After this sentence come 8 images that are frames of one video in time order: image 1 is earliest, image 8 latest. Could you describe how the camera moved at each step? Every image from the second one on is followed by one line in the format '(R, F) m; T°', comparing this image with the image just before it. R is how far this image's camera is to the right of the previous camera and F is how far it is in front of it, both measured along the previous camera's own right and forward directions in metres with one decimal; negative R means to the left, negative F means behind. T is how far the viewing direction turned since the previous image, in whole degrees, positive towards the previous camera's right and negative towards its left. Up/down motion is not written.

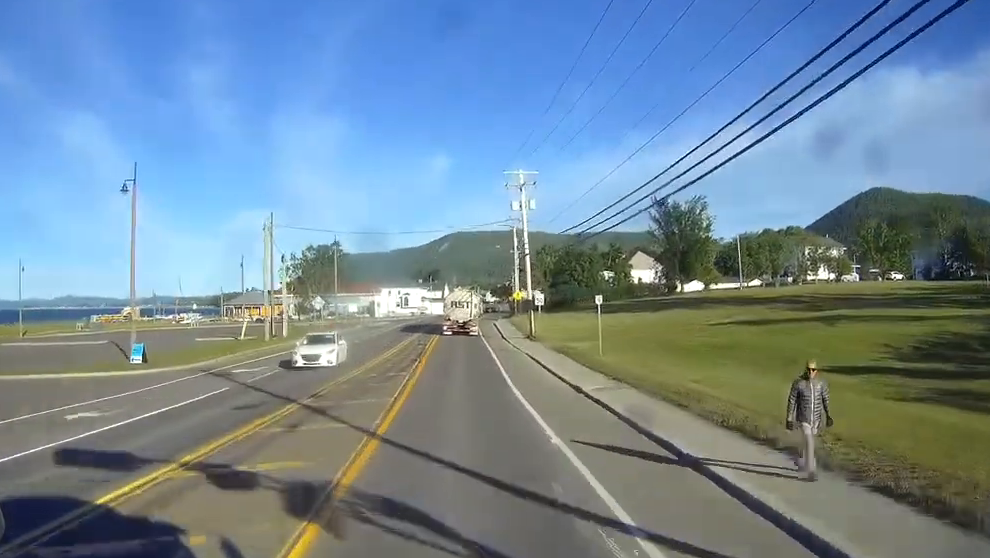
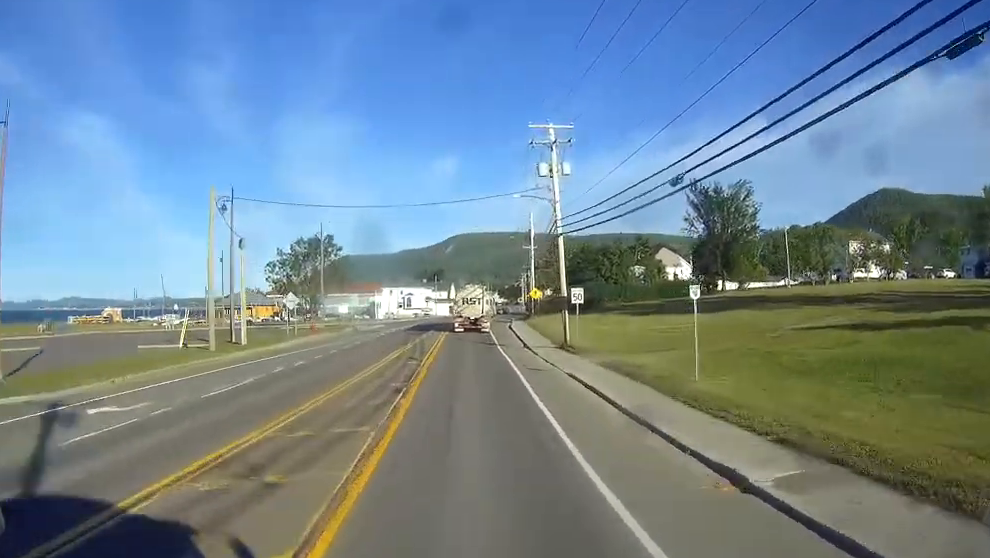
(-0.1, +15.3) m; -1°
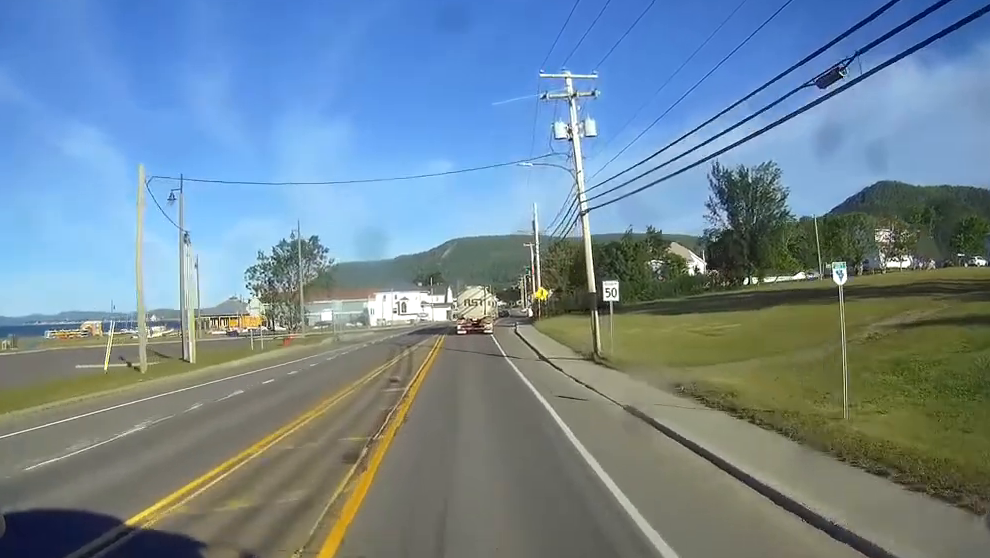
(-0.1, +10.2) m; -1°
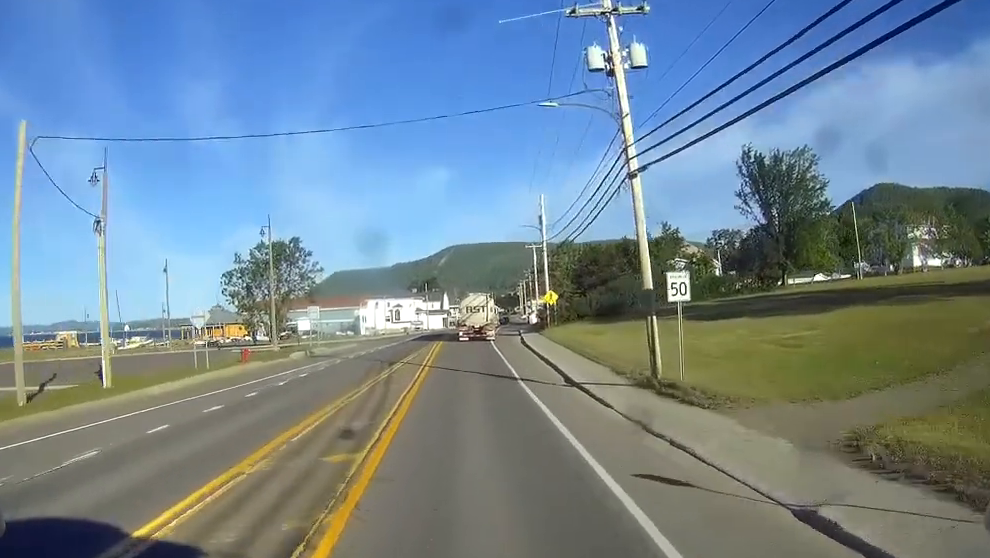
(-0.1, +10.7) m; 0°
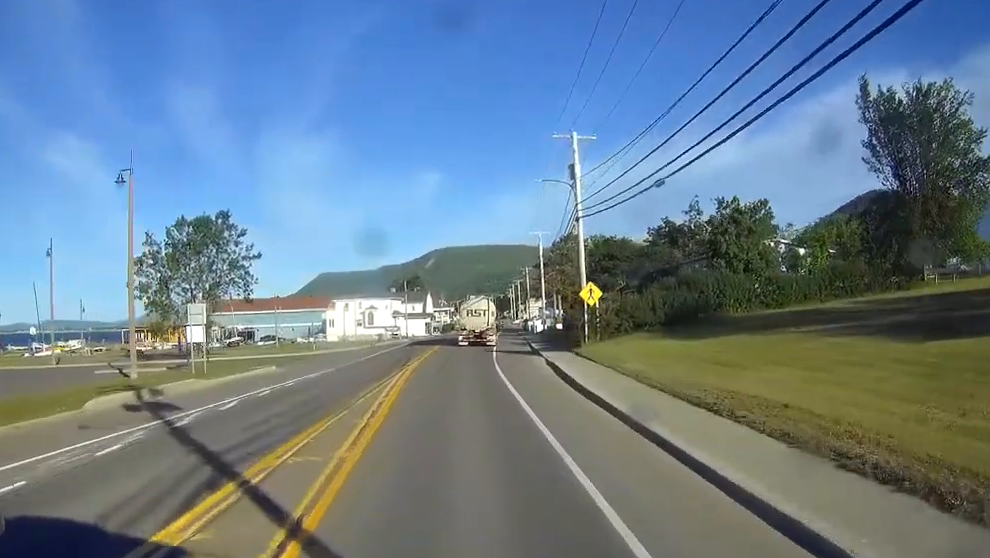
(+0.1, +27.1) m; +1°
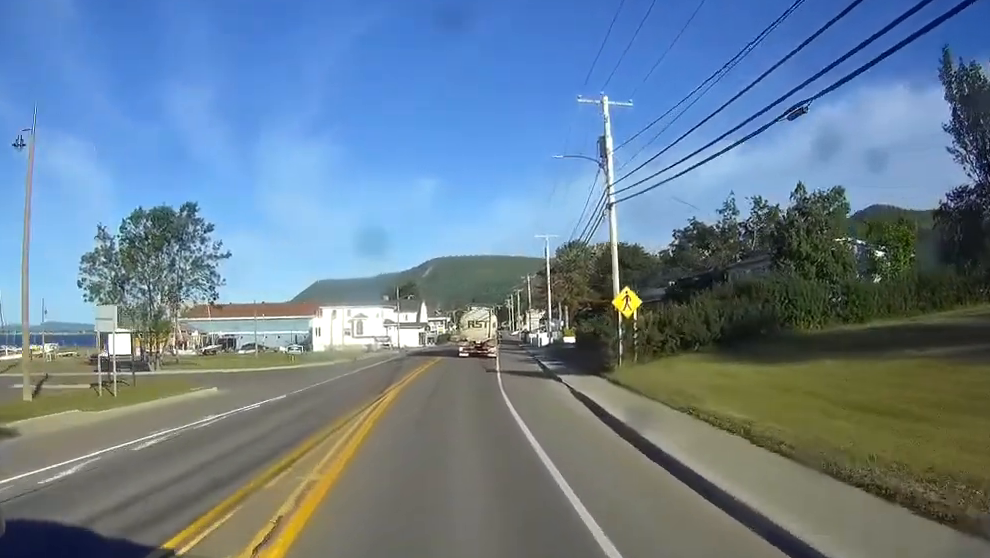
(+0.1, +10.3) m; +1°
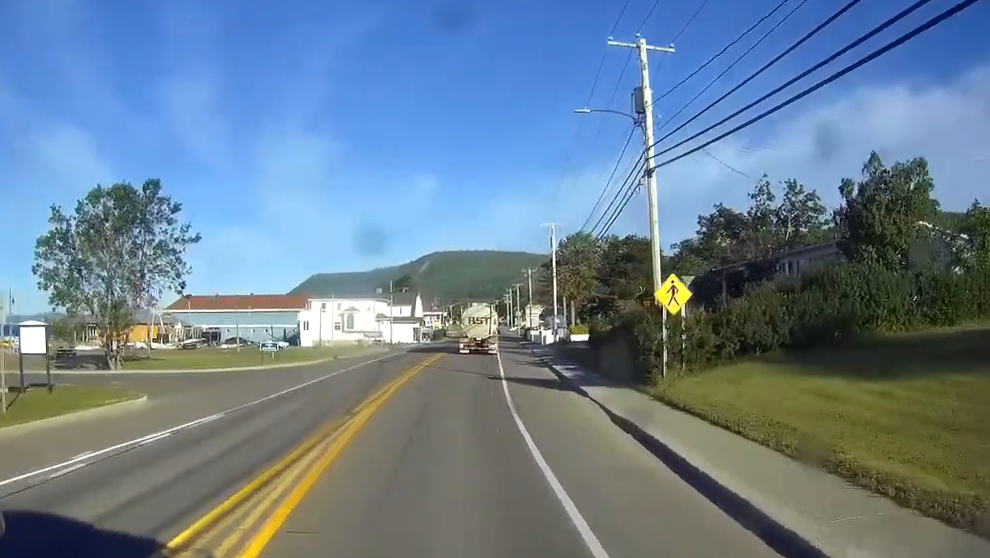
(0.0, +7.8) m; 0°
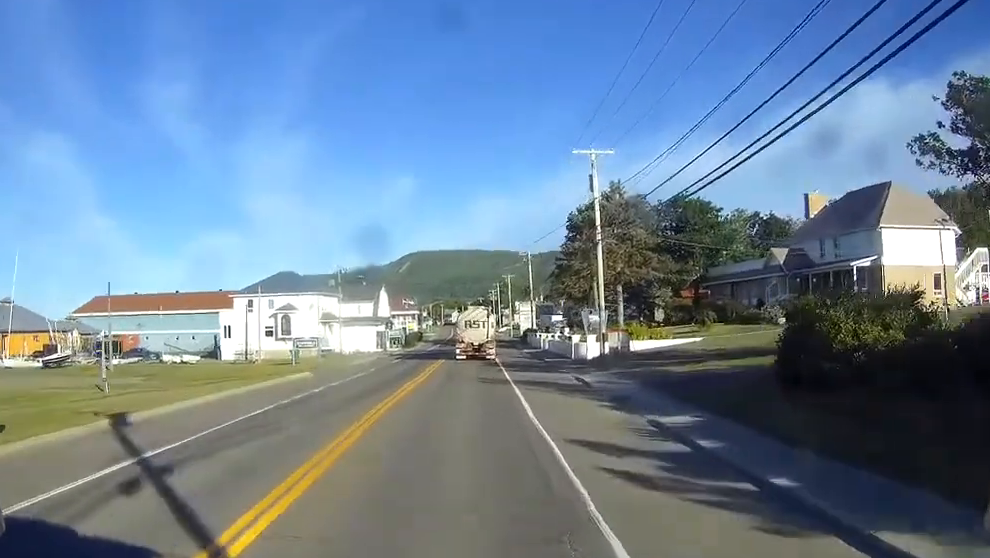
(+0.9, +35.5) m; +3°
